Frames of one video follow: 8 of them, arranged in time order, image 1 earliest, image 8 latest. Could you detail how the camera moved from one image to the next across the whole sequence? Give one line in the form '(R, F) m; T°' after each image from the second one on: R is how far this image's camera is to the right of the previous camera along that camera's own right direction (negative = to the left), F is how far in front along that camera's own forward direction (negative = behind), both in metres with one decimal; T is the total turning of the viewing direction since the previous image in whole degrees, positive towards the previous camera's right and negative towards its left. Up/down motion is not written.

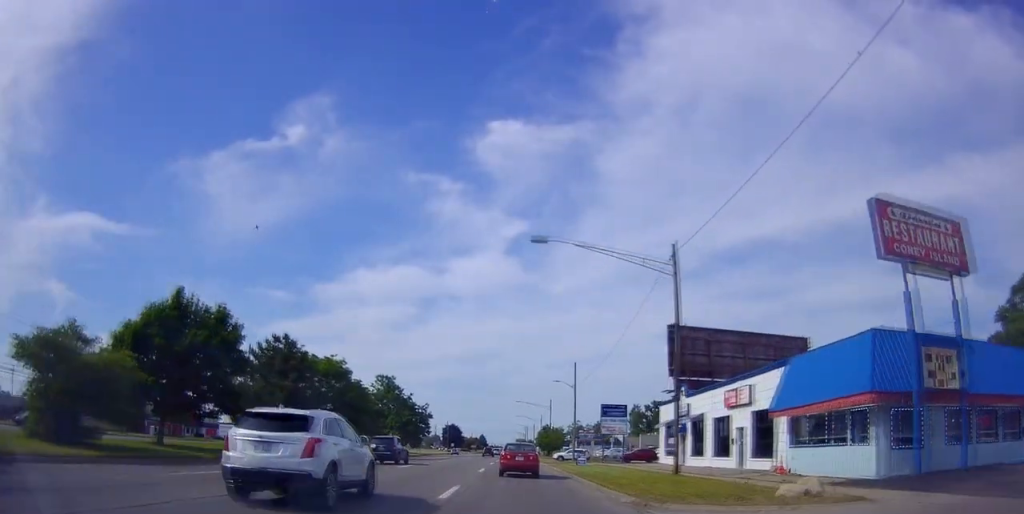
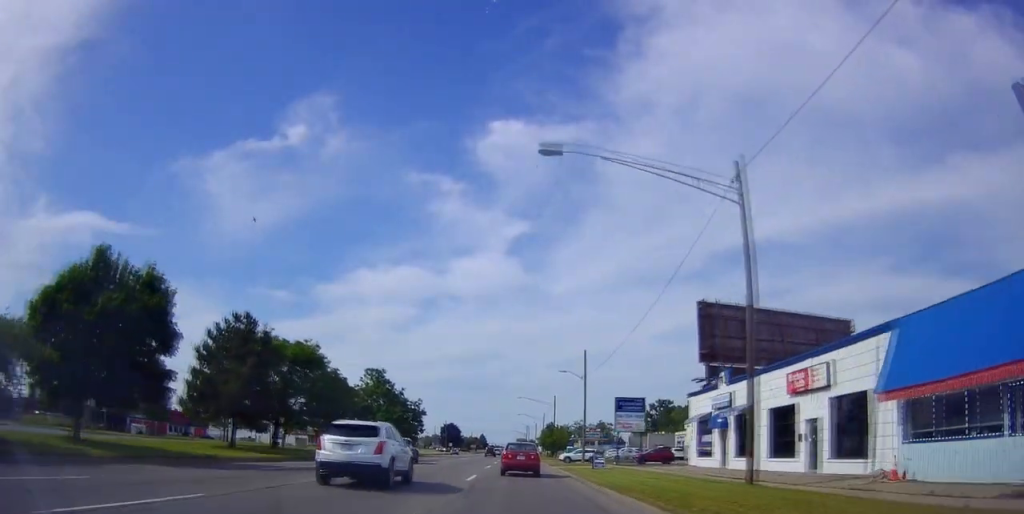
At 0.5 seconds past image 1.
(0.0, +7.8) m; -1°
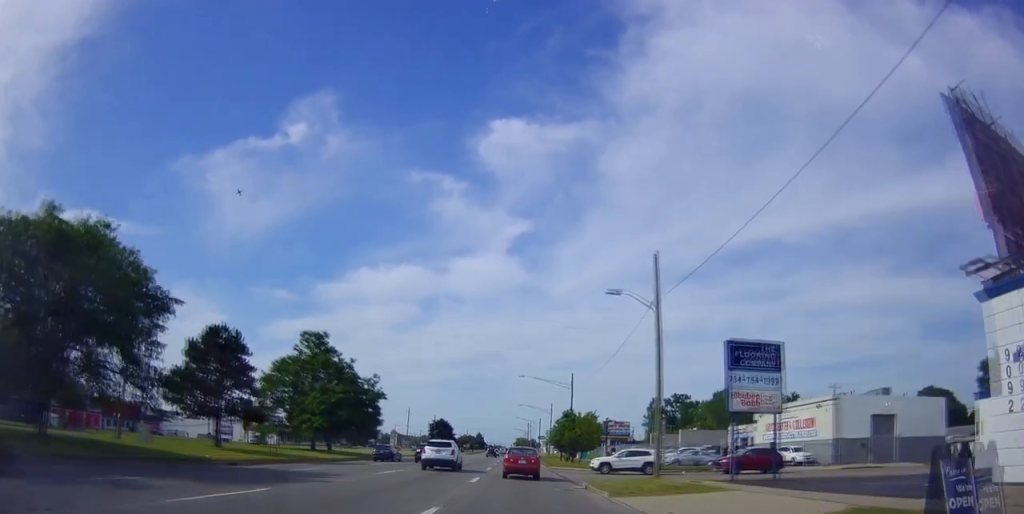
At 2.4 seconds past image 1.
(-0.2, +28.0) m; +1°
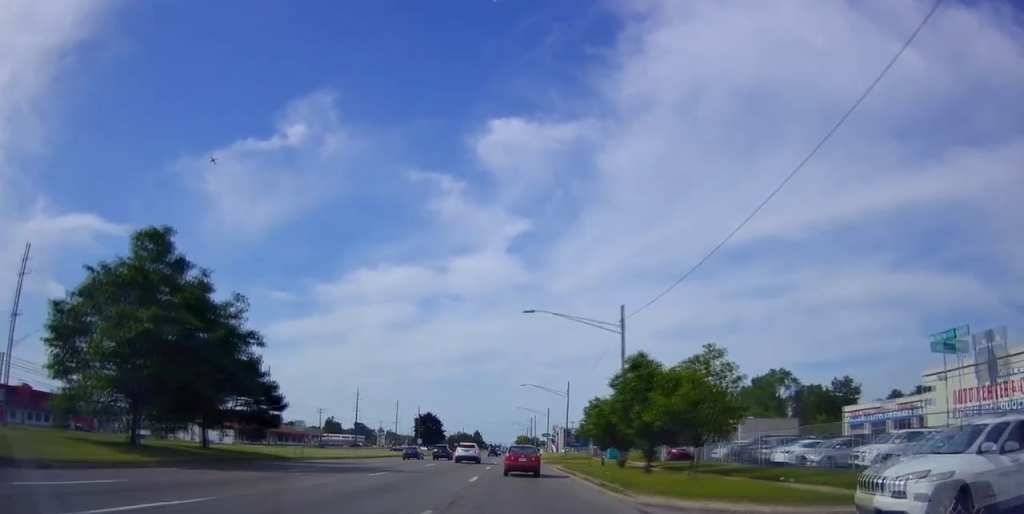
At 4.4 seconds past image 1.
(-0.7, +31.3) m; -2°
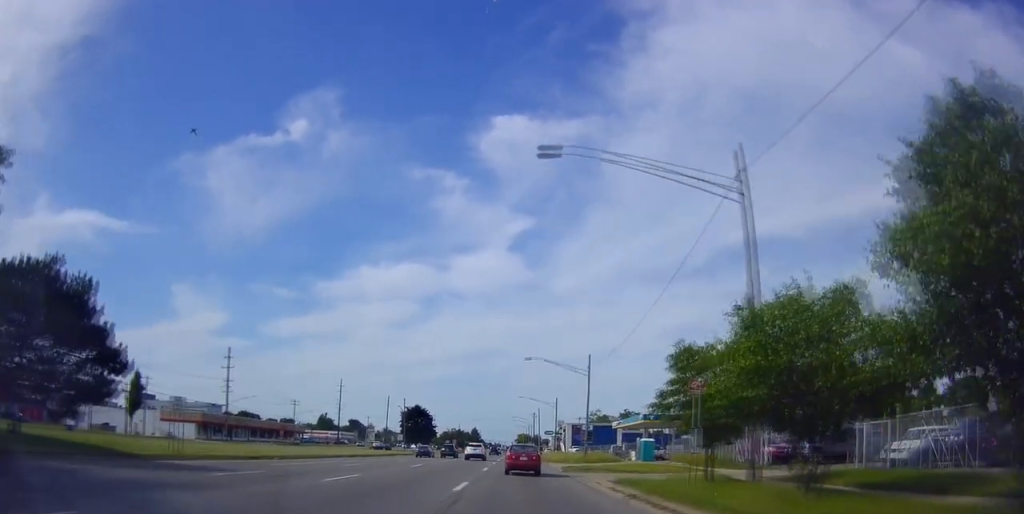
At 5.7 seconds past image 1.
(+0.5, +20.7) m; +3°
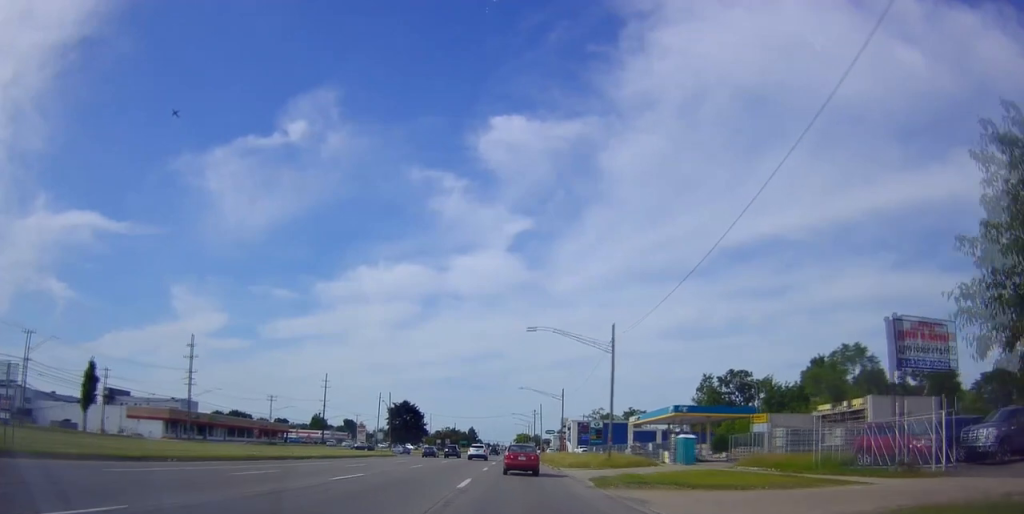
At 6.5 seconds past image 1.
(+0.1, +14.1) m; -2°
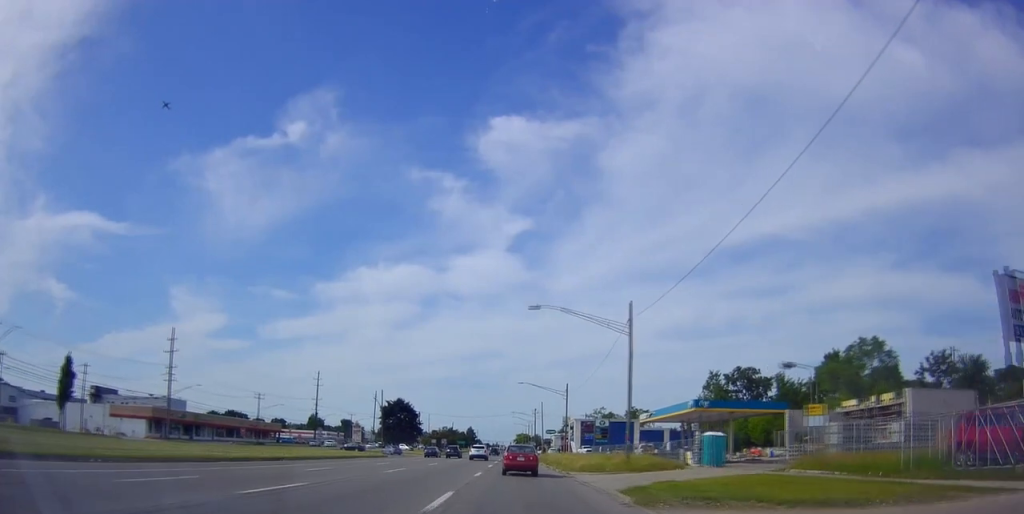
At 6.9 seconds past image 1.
(0.0, +6.5) m; -1°
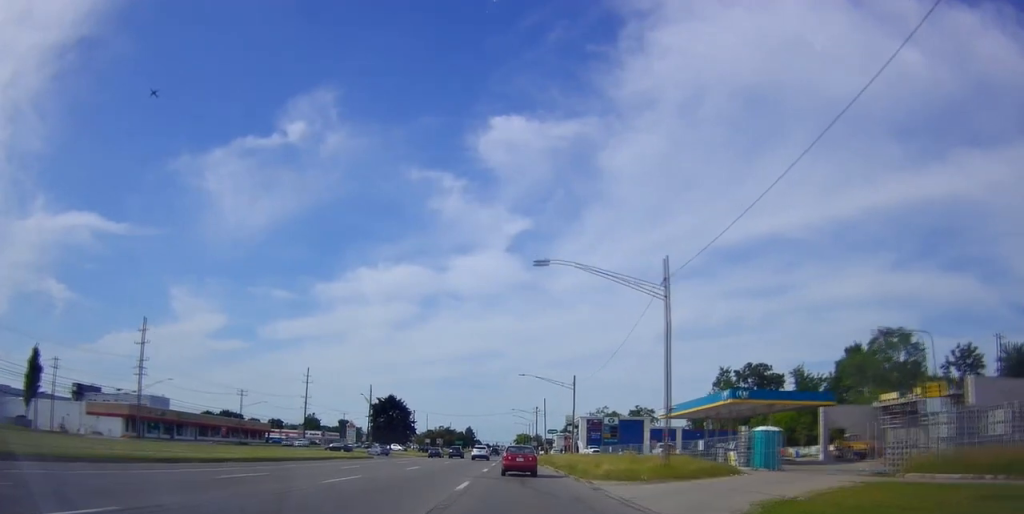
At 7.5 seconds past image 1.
(-0.4, +8.8) m; 0°
